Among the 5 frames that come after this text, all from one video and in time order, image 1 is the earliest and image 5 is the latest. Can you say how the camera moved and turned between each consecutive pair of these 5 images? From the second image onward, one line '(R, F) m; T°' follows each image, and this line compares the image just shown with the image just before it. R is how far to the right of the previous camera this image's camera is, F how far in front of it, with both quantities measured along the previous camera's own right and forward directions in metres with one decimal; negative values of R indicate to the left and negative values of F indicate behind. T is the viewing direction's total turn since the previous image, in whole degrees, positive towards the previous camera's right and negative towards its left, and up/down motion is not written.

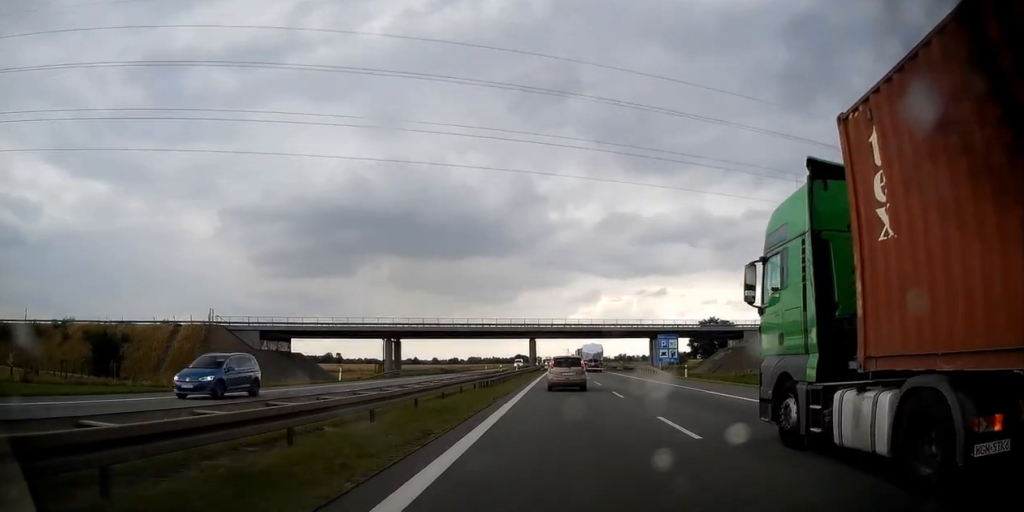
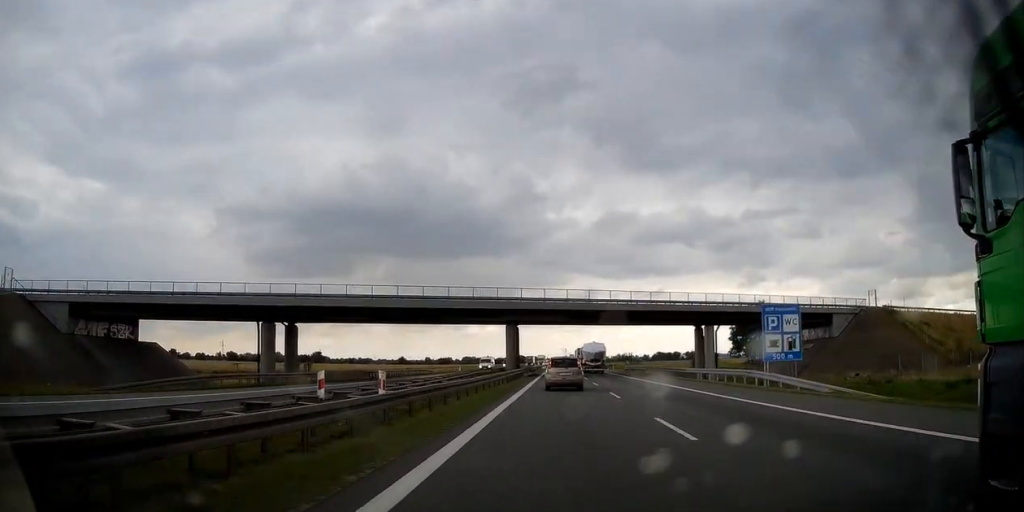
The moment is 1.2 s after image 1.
(-0.2, +35.1) m; 0°
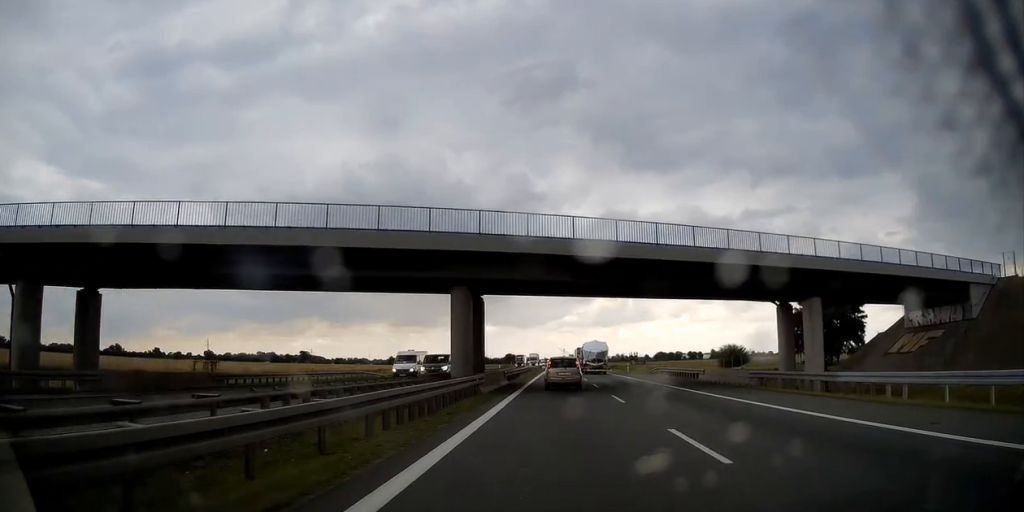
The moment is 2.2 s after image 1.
(+0.3, +26.5) m; 0°
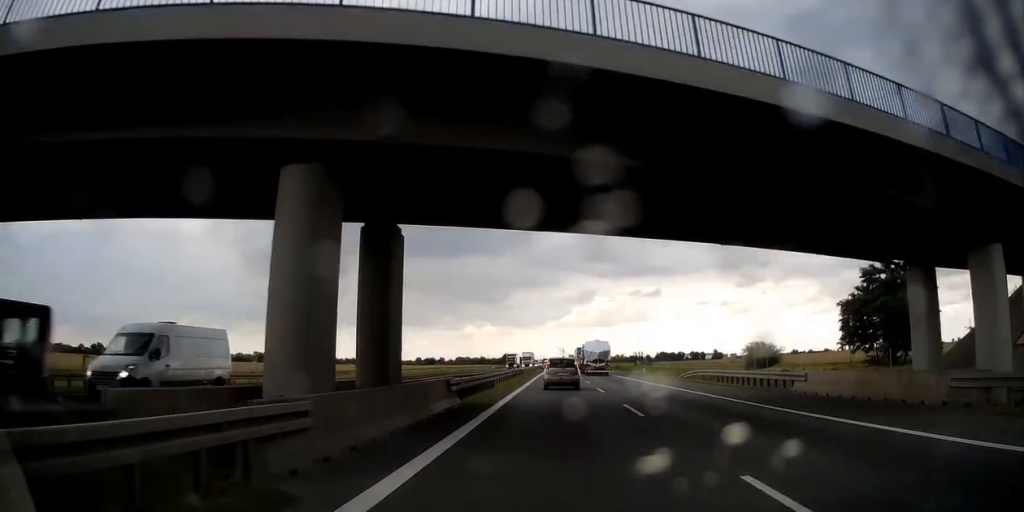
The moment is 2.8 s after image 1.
(-0.3, +16.9) m; 0°
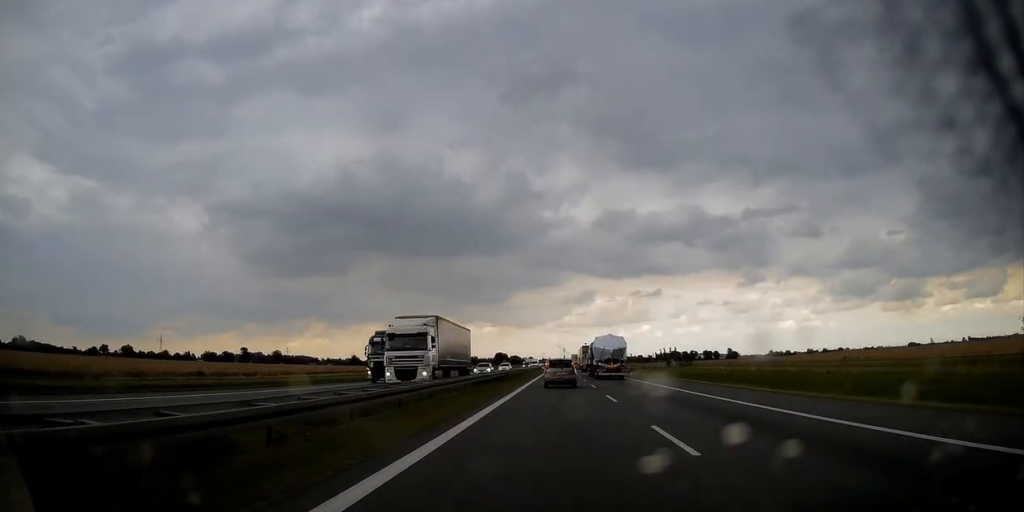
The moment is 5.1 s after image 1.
(+0.7, +66.1) m; 0°
